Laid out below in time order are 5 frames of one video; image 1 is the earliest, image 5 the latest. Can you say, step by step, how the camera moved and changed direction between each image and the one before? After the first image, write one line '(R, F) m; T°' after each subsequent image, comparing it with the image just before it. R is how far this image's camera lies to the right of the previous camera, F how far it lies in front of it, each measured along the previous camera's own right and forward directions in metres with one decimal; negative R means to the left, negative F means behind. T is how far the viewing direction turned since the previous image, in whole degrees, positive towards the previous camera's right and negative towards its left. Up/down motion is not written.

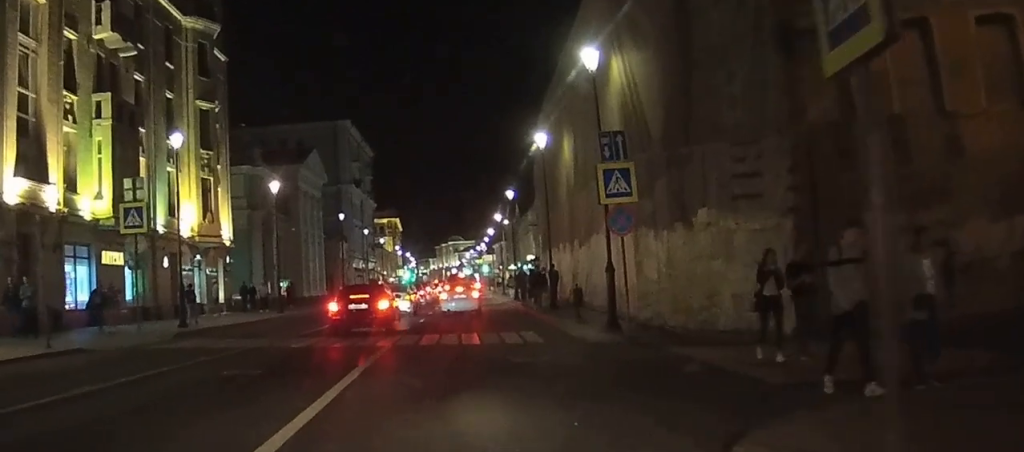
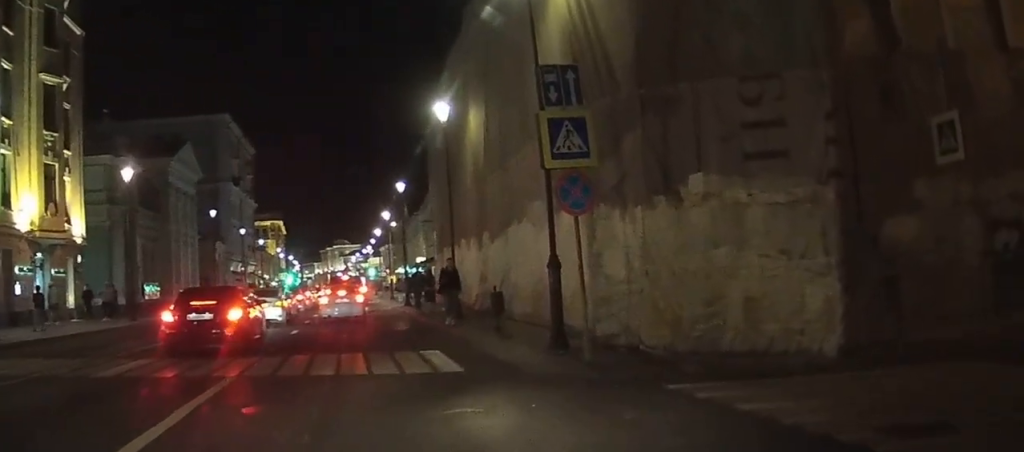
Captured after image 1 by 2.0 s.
(+0.3, +6.3) m; +20°
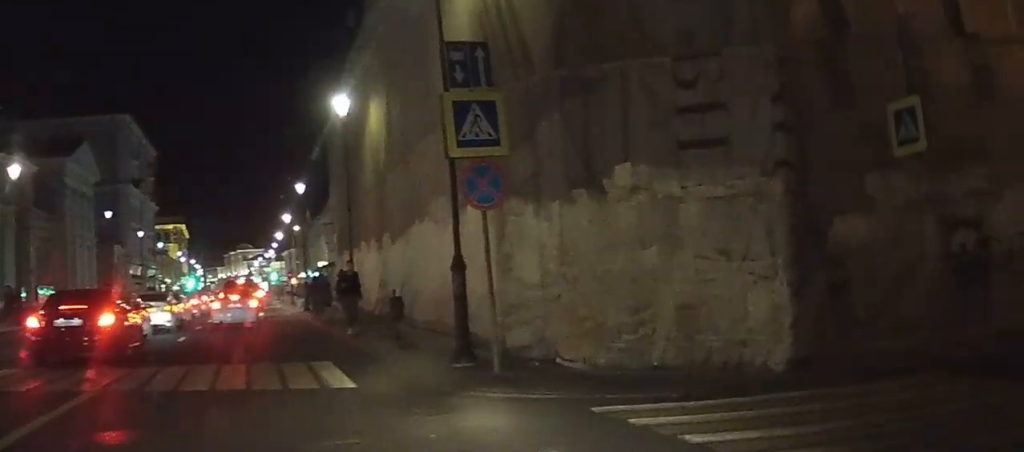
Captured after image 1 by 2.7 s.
(+0.2, +1.5) m; +15°
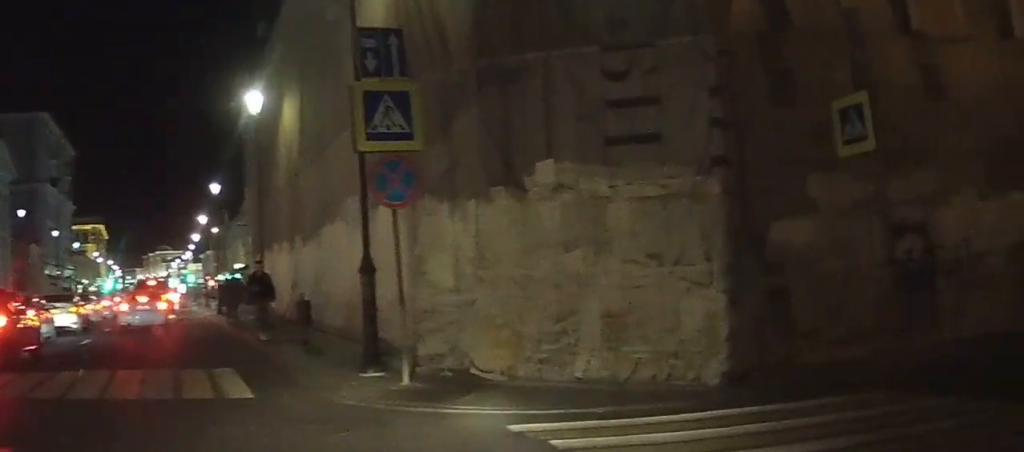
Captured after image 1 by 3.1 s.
(+0.1, +0.9) m; +8°
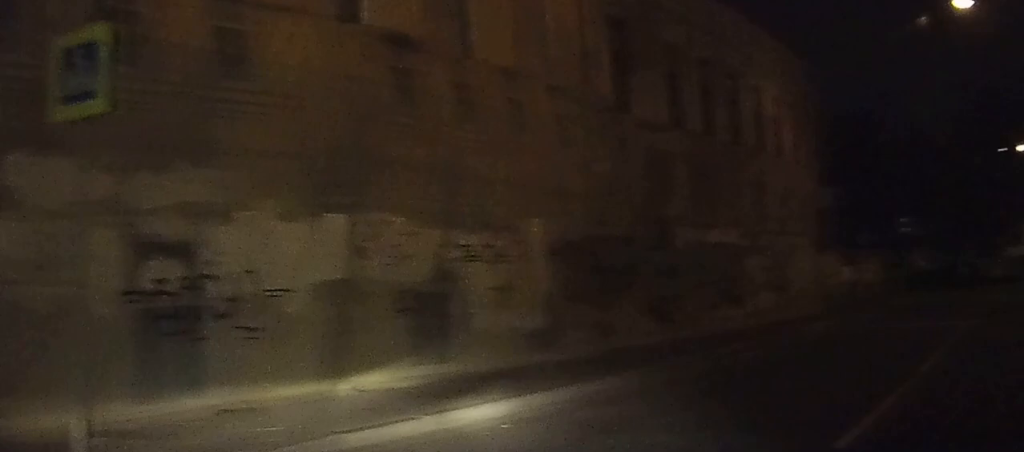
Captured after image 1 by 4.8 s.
(+1.1, +3.6) m; +30°
